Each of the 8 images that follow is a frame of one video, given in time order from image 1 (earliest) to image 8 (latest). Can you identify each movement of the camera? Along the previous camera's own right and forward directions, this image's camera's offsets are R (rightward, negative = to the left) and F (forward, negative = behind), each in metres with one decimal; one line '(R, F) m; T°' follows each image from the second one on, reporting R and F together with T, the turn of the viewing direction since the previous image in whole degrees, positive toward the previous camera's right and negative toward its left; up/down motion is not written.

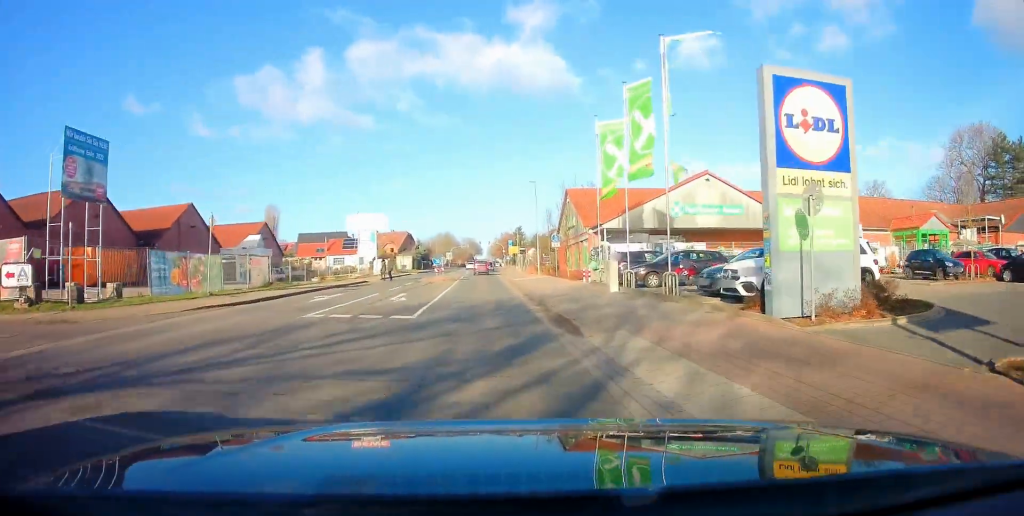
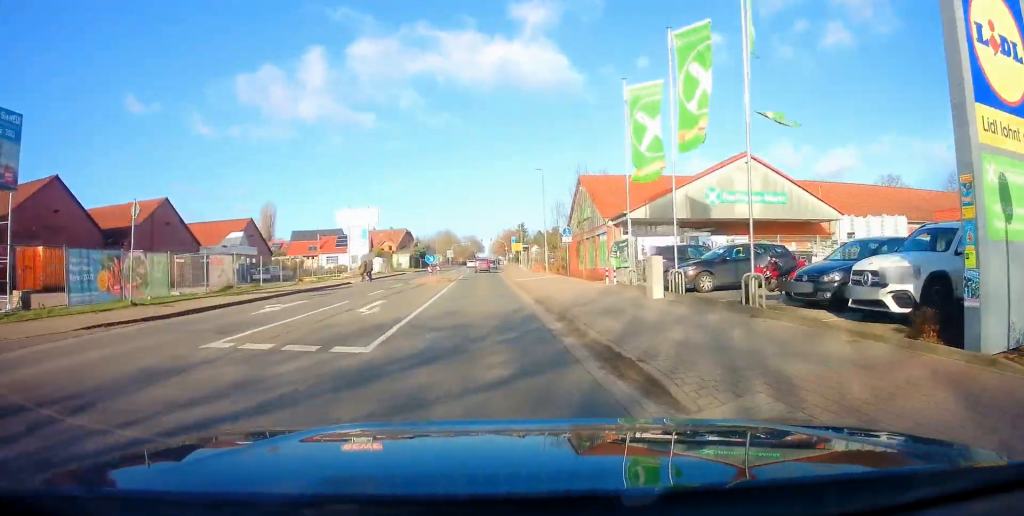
(-0.1, +5.4) m; -1°
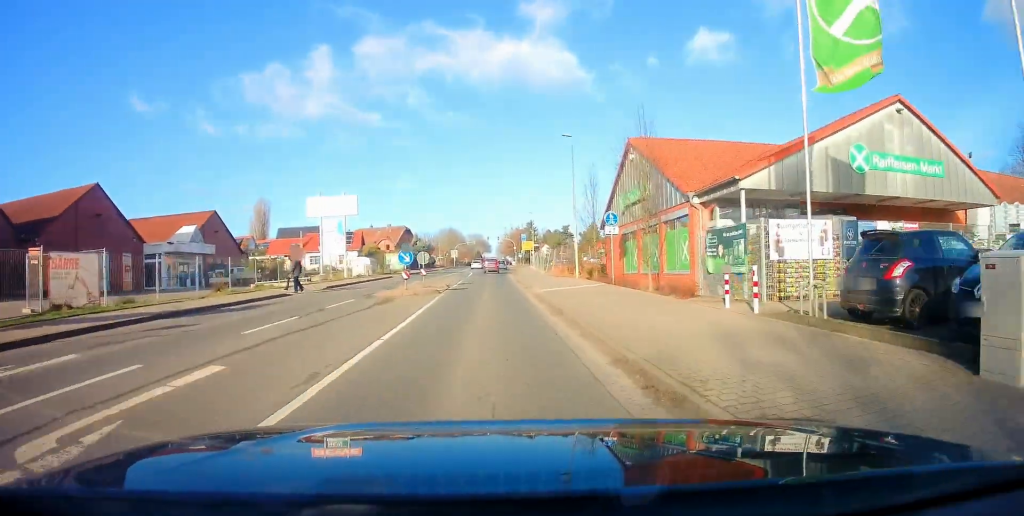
(0.0, +12.0) m; 0°
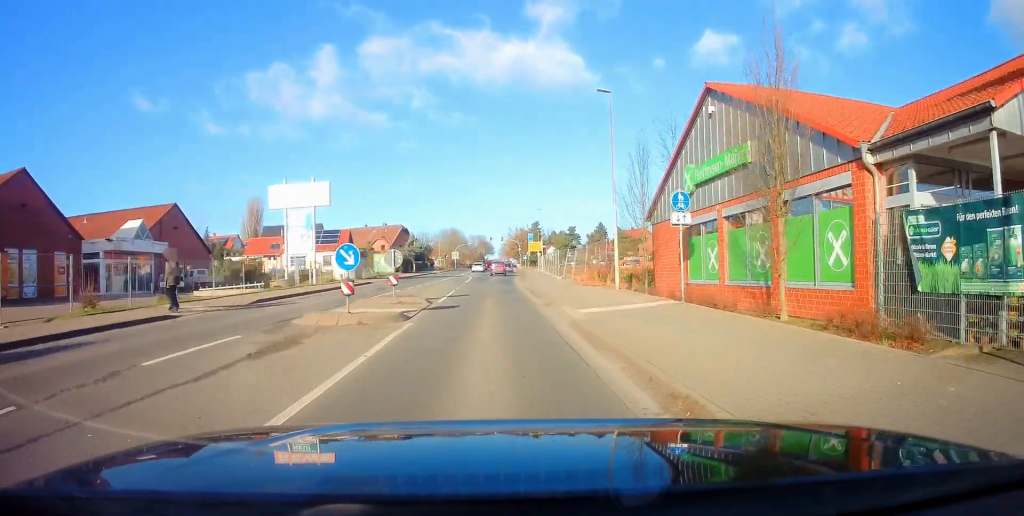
(0.0, +9.2) m; 0°
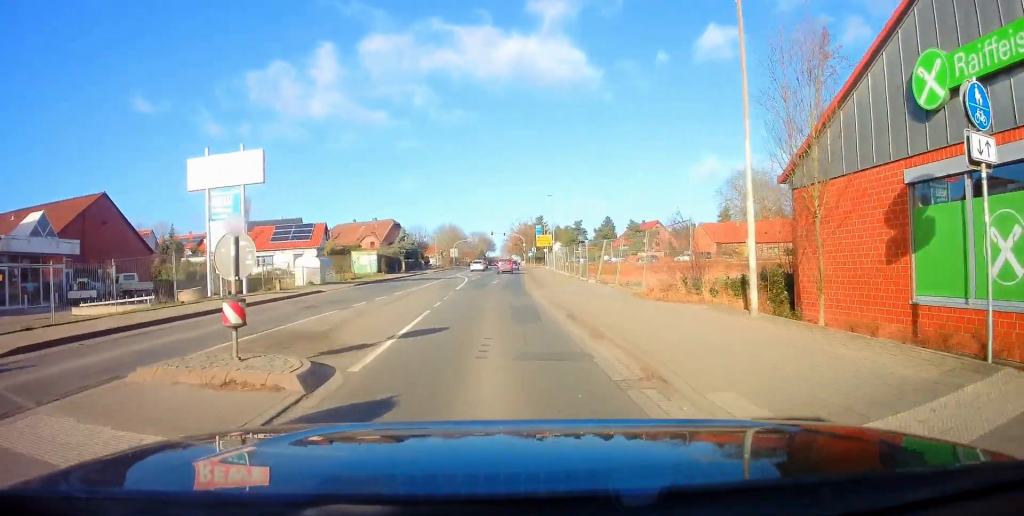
(0.0, +11.7) m; 0°
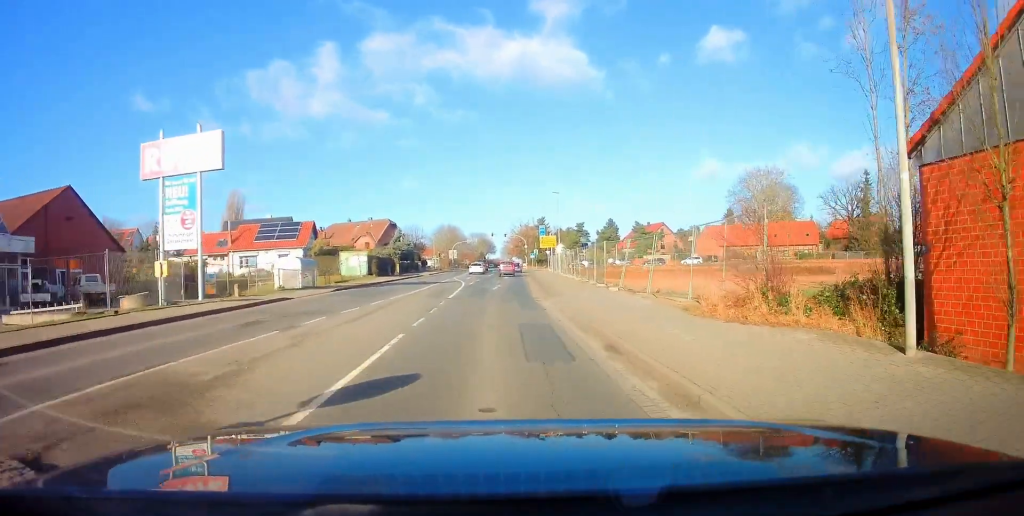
(0.0, +4.5) m; 0°
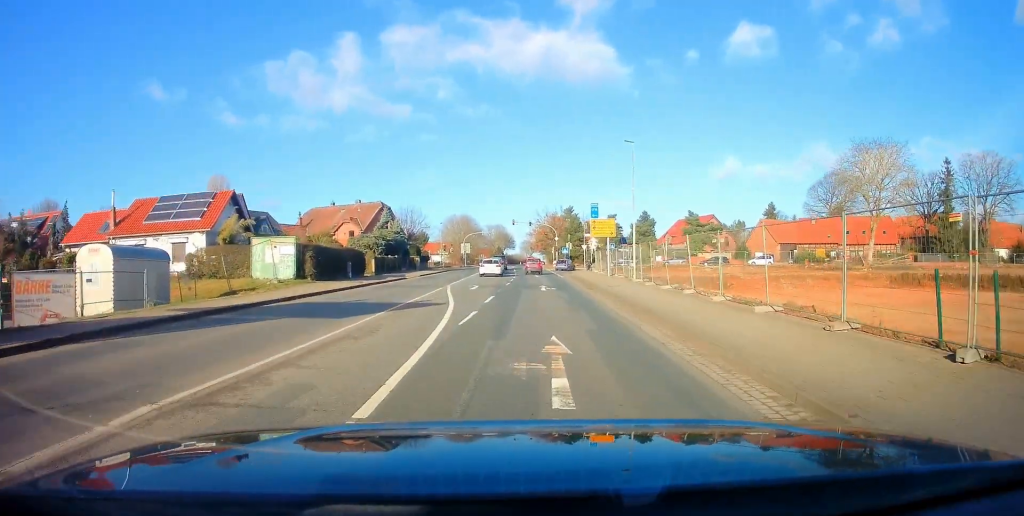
(0.0, +23.4) m; -2°
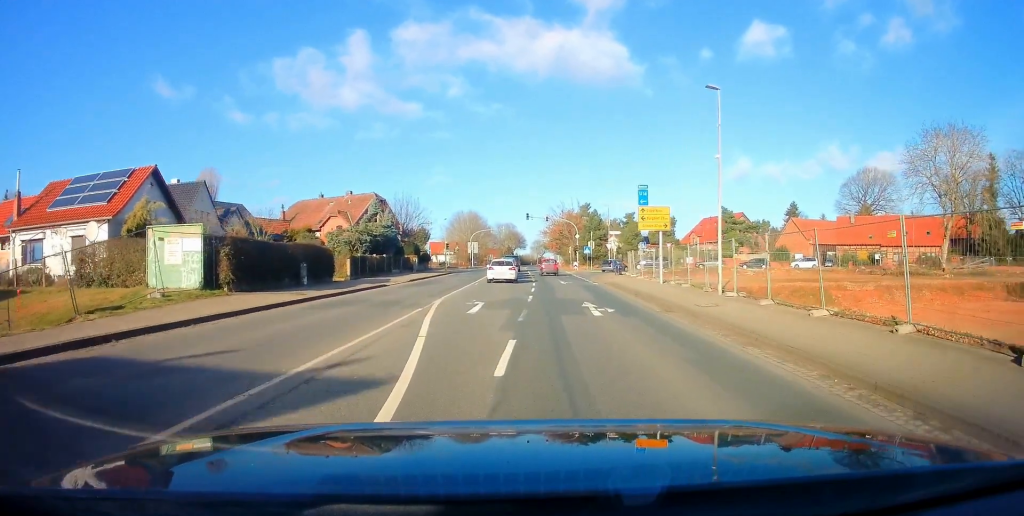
(-0.5, +11.1) m; -2°
